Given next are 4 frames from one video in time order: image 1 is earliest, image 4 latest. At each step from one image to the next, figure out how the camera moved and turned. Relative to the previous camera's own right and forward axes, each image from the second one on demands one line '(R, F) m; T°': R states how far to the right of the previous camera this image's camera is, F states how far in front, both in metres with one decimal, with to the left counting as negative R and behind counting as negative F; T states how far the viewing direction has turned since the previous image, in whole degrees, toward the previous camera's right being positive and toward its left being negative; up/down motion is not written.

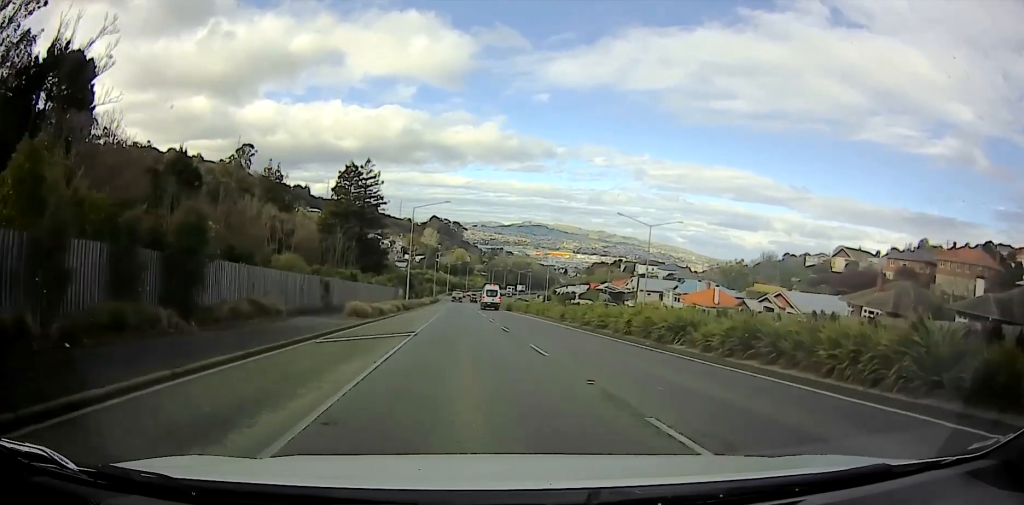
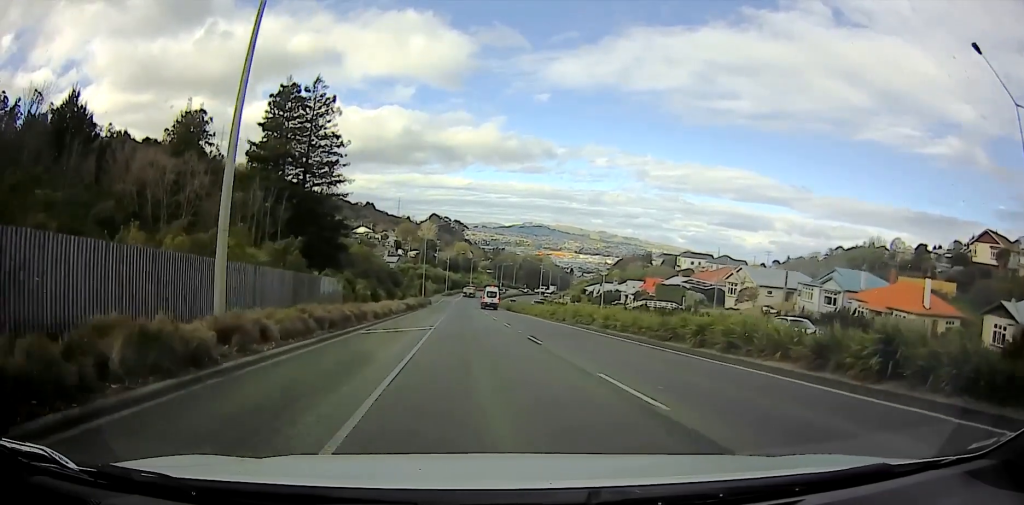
(+1.3, +57.2) m; +2°
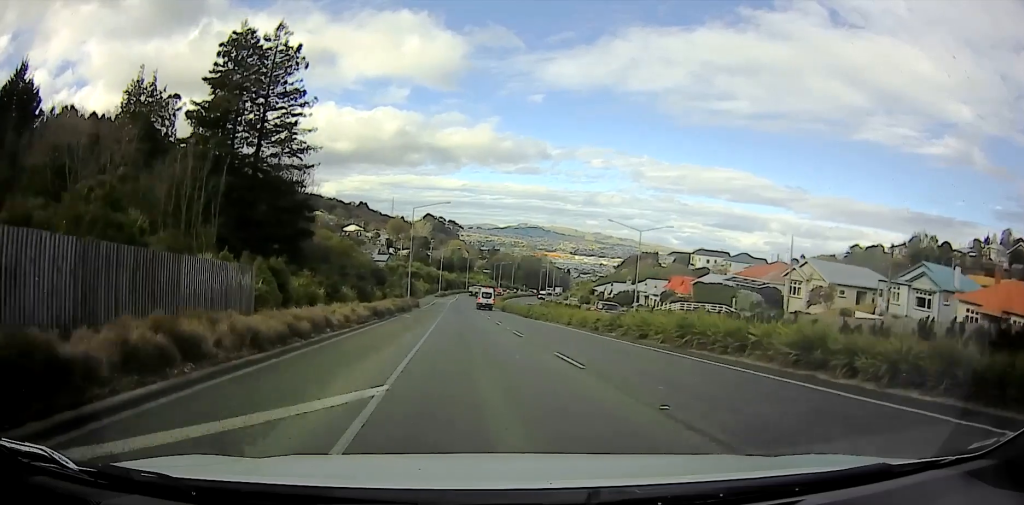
(-0.3, +21.1) m; -2°
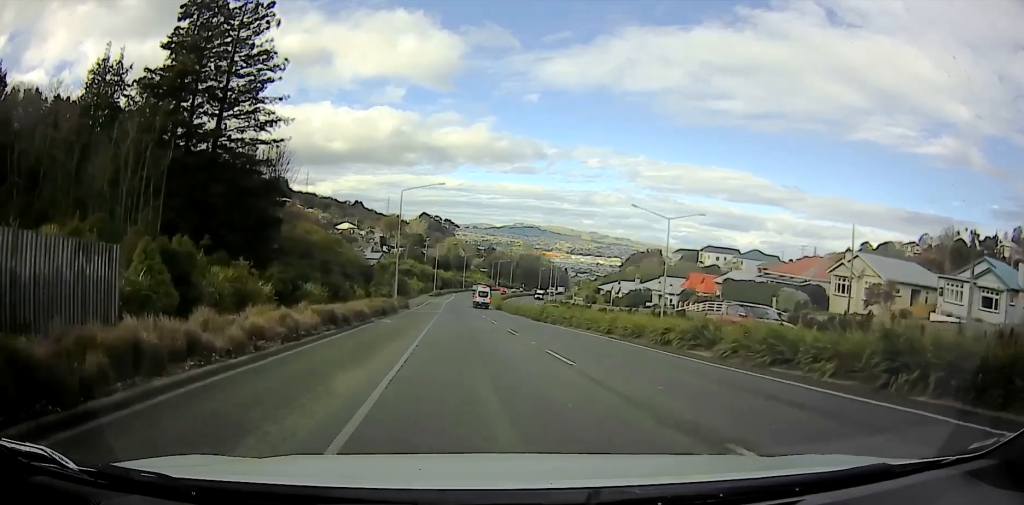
(-0.2, +10.2) m; -1°
